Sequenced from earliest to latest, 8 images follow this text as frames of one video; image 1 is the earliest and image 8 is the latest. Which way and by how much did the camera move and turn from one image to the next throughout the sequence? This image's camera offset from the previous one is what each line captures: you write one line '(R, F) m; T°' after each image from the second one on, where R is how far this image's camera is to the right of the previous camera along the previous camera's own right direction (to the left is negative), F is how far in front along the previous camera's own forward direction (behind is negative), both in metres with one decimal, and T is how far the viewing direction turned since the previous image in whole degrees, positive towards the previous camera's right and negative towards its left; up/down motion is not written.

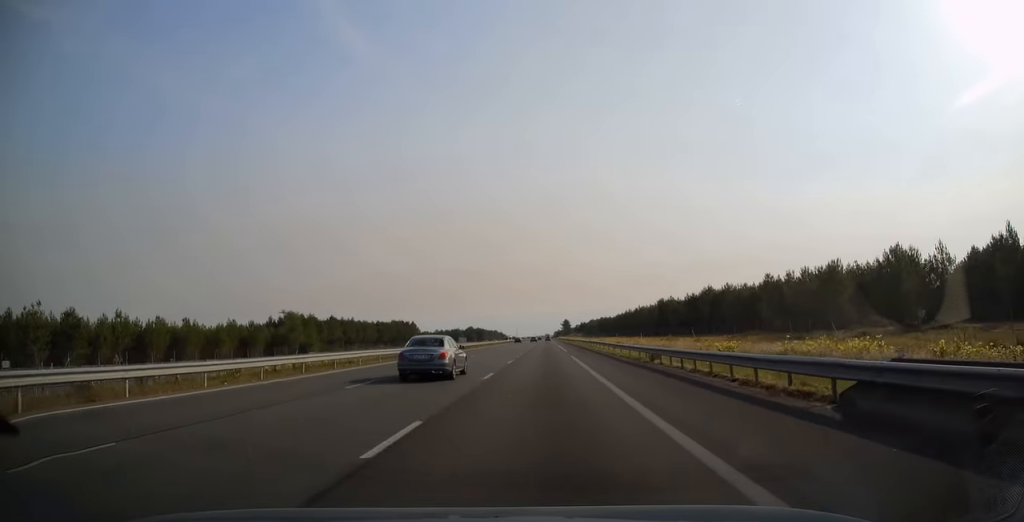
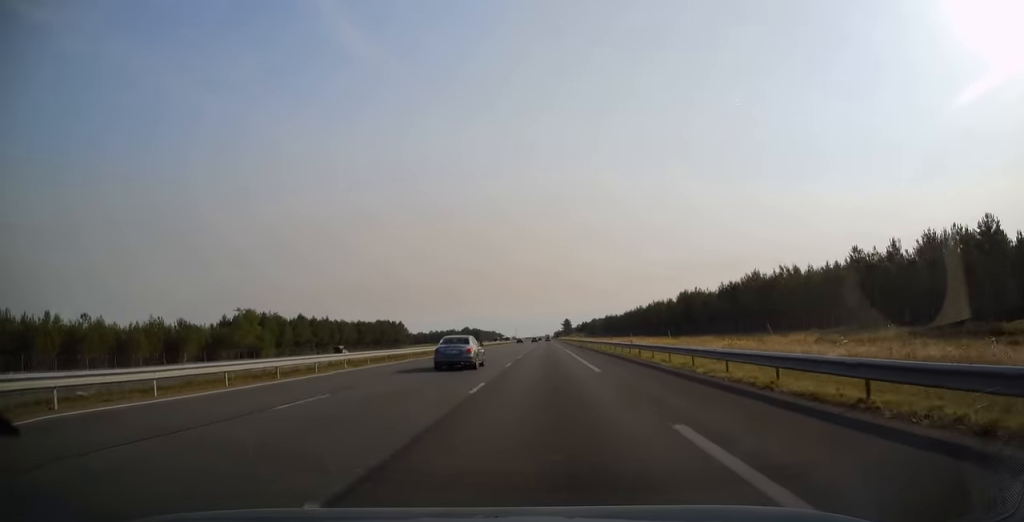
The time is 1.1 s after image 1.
(0.0, +31.1) m; 0°
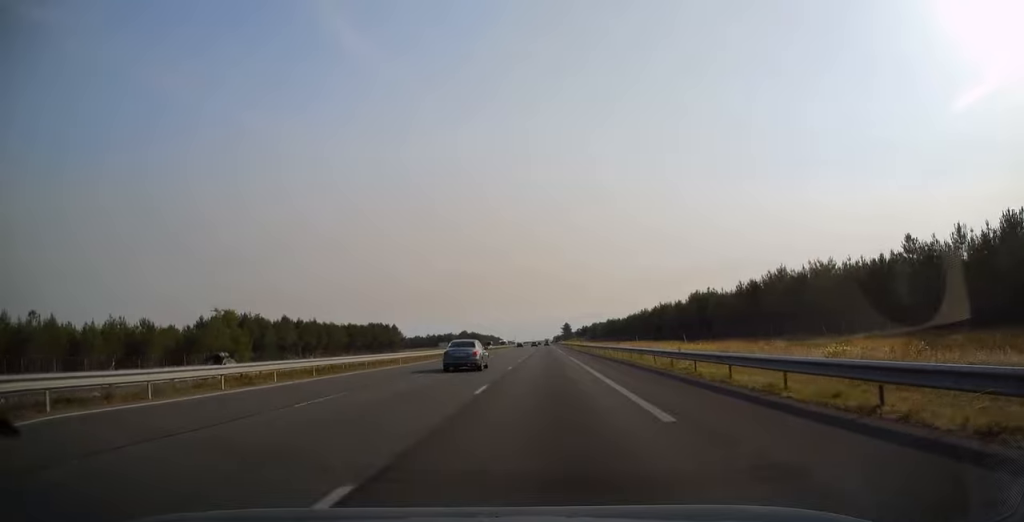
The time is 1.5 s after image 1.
(0.0, +12.3) m; 0°
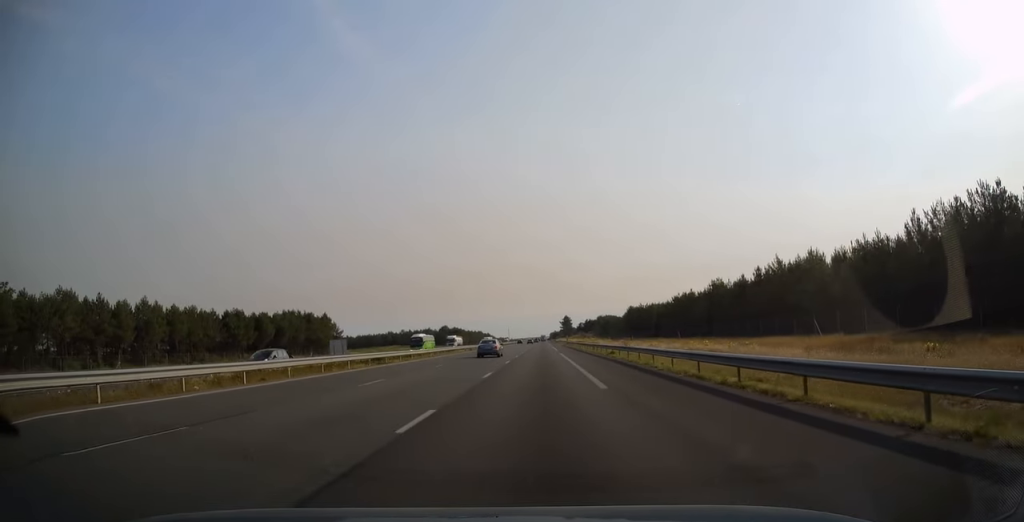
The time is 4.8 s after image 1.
(+0.8, +98.0) m; 0°
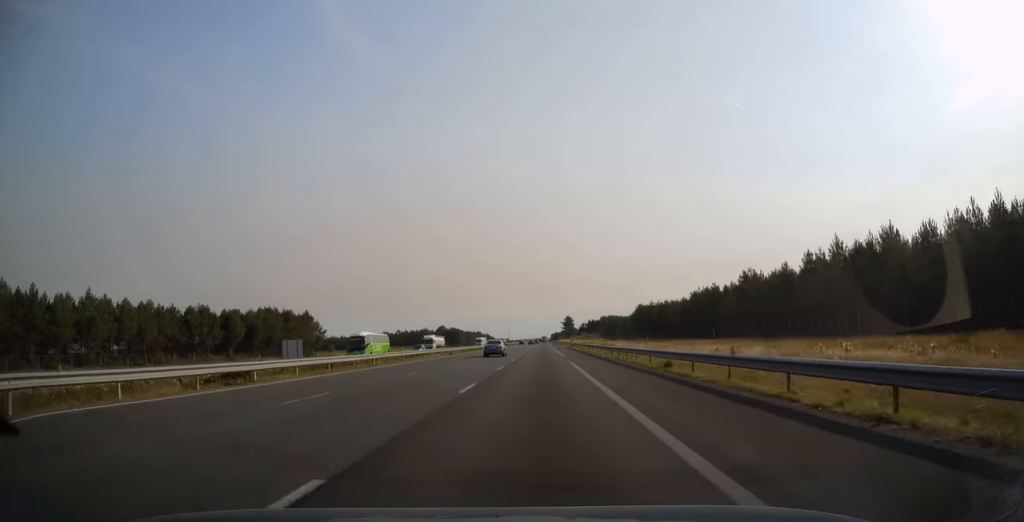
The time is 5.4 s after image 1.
(0.0, +19.2) m; 0°
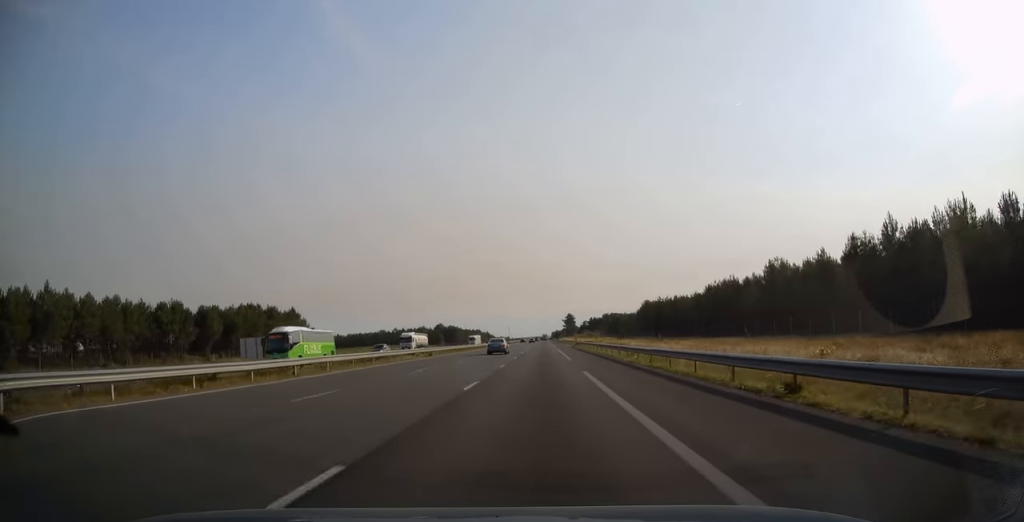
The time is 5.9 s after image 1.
(0.0, +12.4) m; 0°
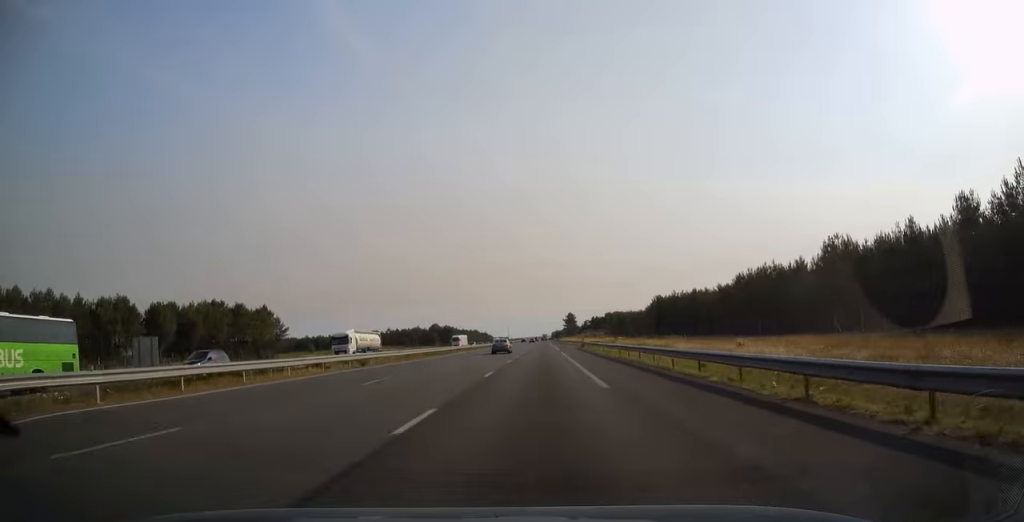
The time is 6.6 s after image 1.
(0.0, +20.8) m; 0°
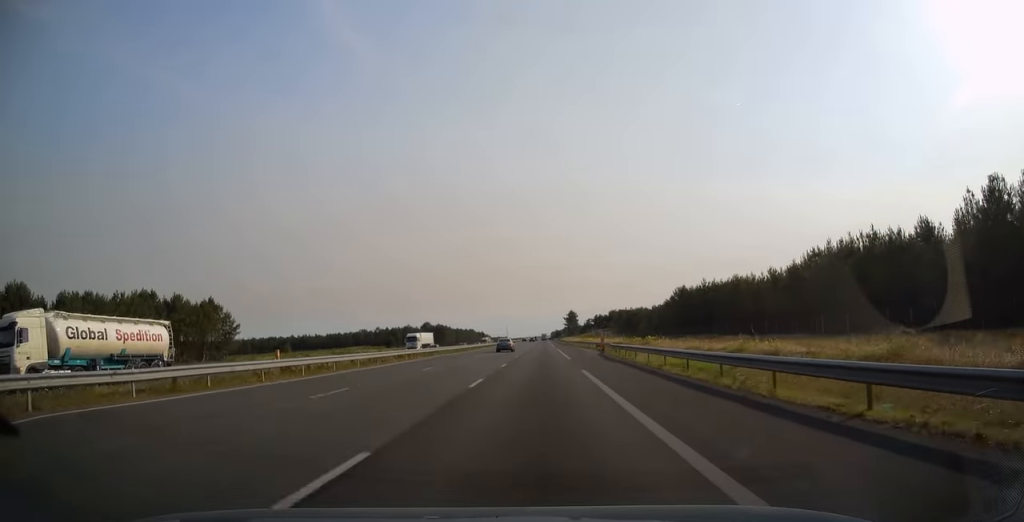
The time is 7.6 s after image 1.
(0.0, +30.6) m; 0°
